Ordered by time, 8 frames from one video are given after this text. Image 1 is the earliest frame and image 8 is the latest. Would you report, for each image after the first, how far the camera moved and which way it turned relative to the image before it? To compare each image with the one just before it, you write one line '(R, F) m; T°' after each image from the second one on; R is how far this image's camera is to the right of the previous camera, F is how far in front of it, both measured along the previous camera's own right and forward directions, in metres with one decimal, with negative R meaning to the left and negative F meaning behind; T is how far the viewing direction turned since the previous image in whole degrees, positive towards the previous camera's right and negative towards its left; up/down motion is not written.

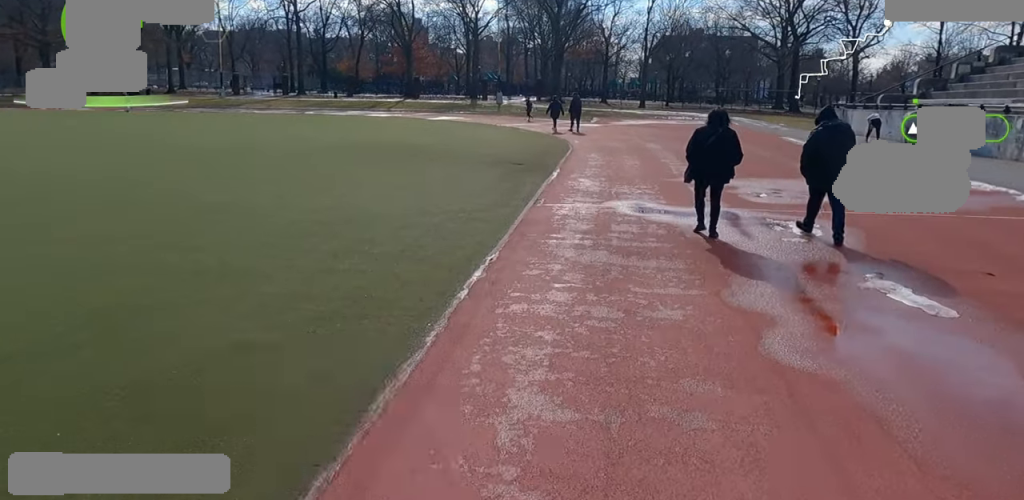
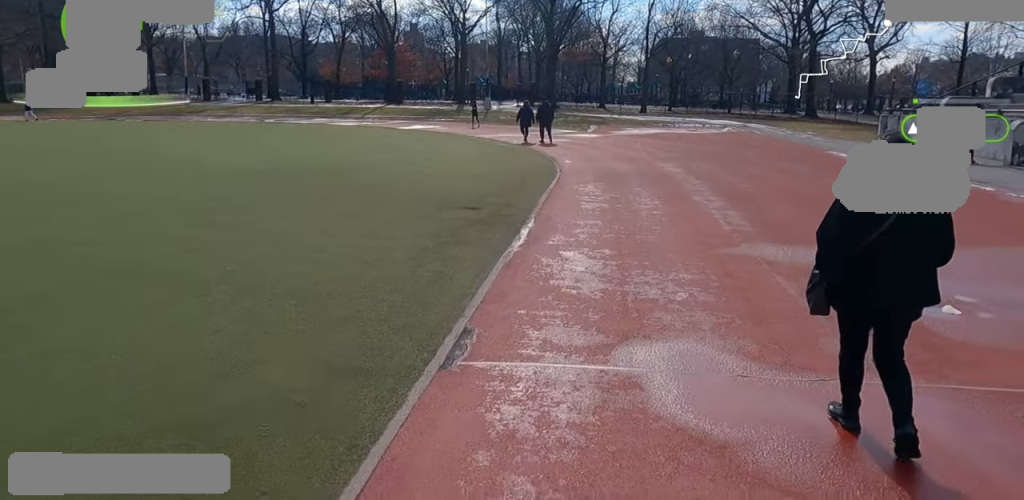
(-0.8, +6.1) m; -1°
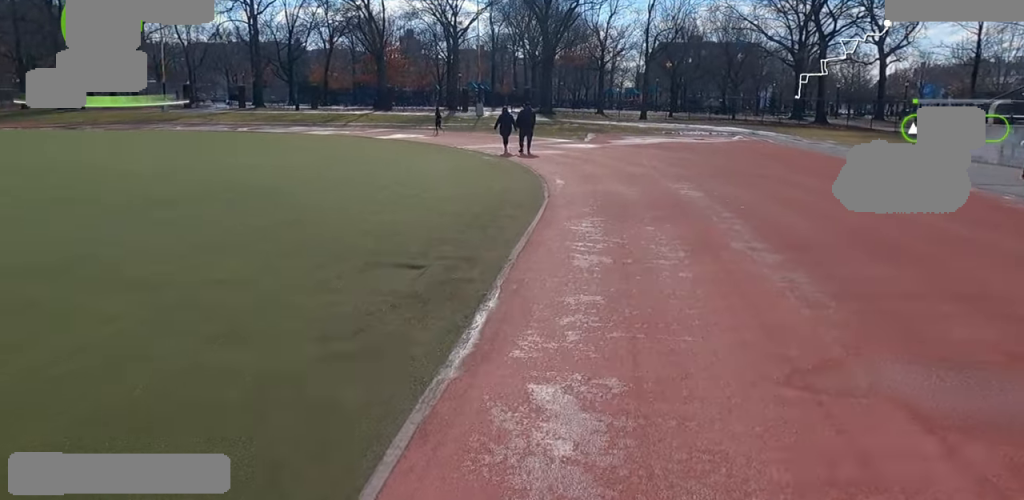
(+0.9, +3.3) m; +3°
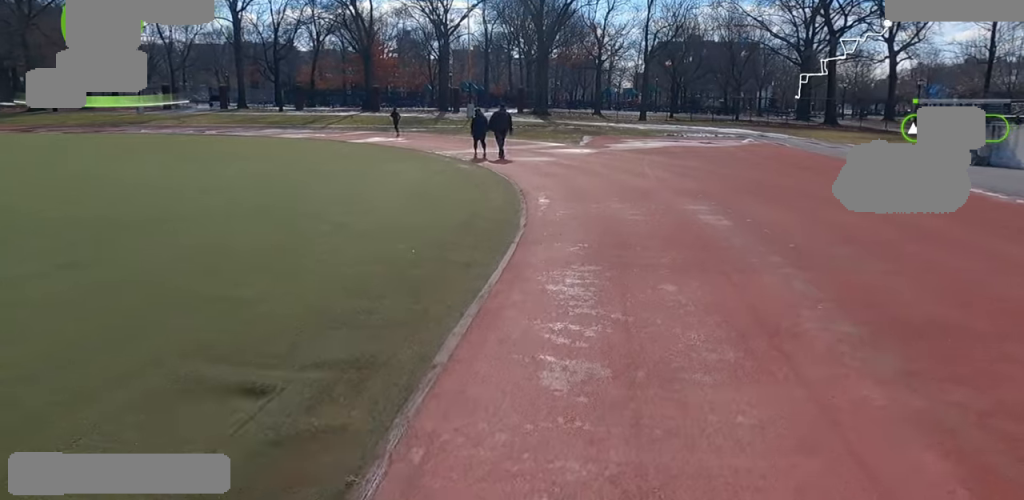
(-0.5, +3.3) m; -3°
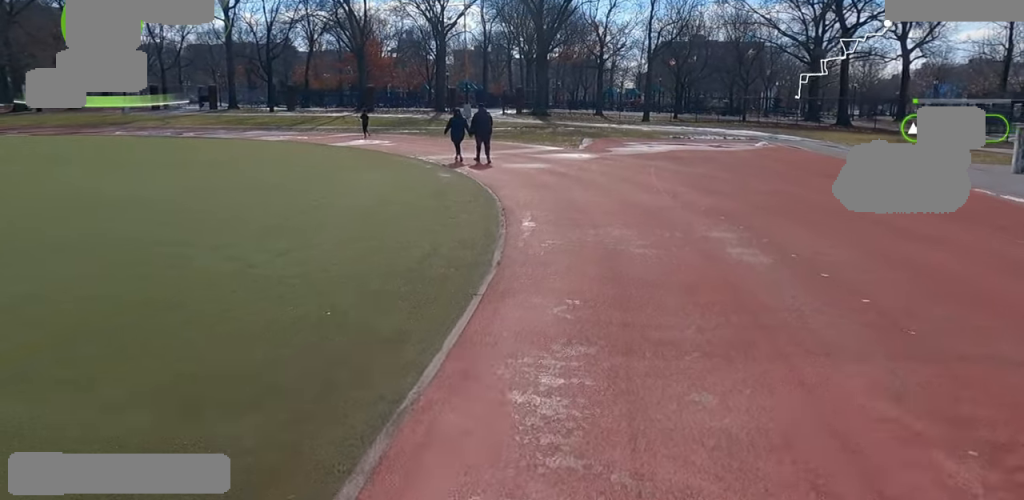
(-0.1, +2.5) m; +2°
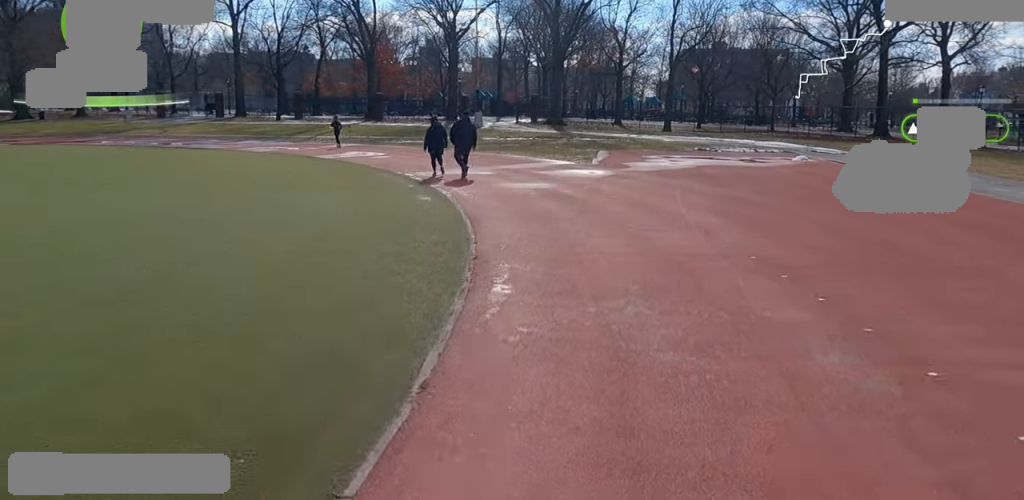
(+0.2, +3.5) m; +9°
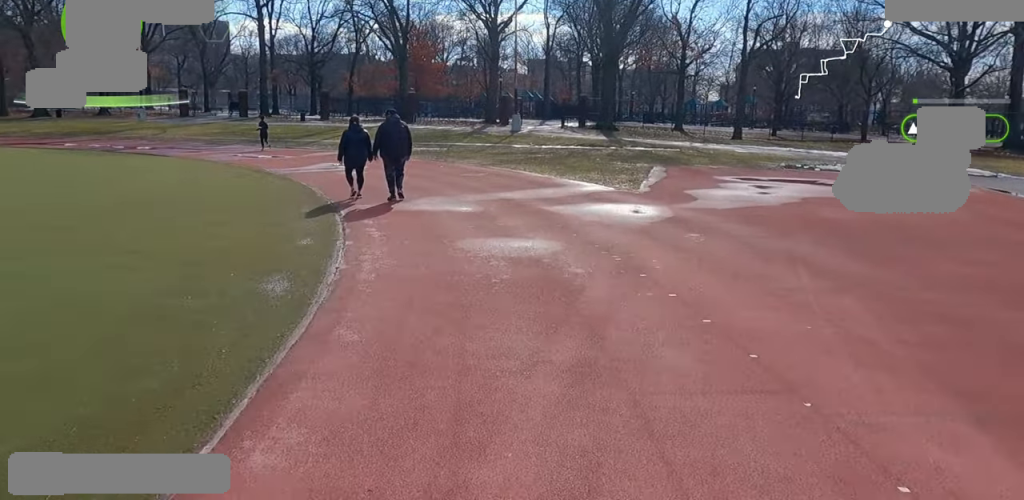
(-0.9, +7.8) m; -21°
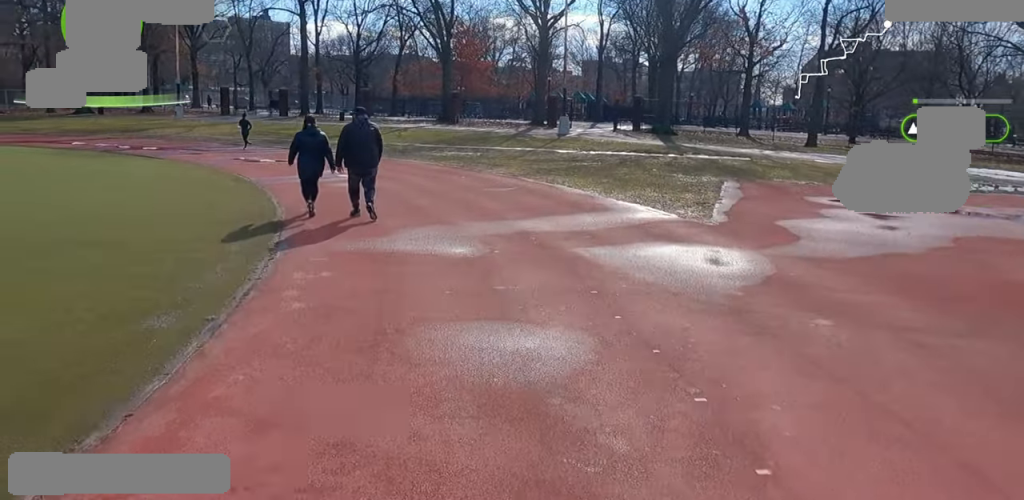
(-0.4, +4.1) m; -5°
